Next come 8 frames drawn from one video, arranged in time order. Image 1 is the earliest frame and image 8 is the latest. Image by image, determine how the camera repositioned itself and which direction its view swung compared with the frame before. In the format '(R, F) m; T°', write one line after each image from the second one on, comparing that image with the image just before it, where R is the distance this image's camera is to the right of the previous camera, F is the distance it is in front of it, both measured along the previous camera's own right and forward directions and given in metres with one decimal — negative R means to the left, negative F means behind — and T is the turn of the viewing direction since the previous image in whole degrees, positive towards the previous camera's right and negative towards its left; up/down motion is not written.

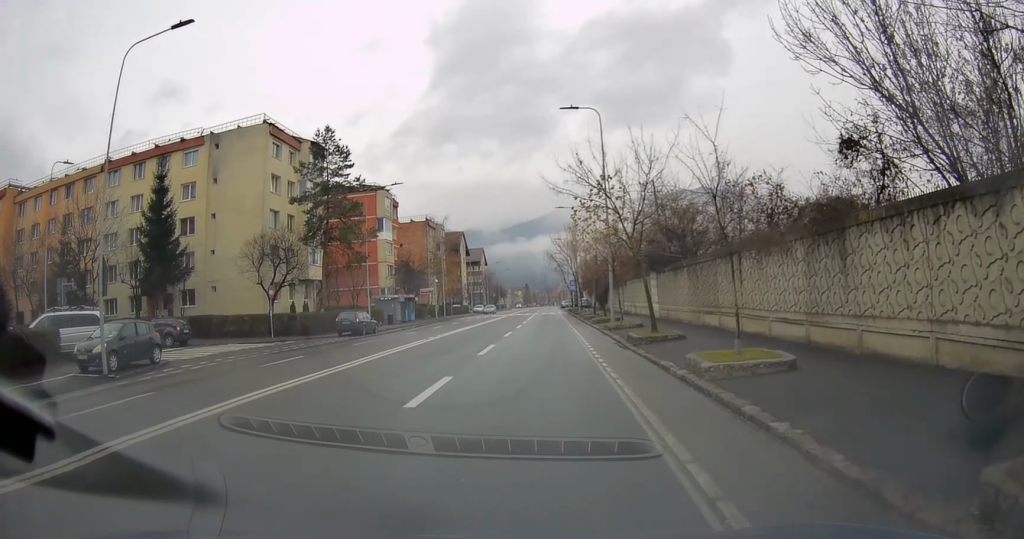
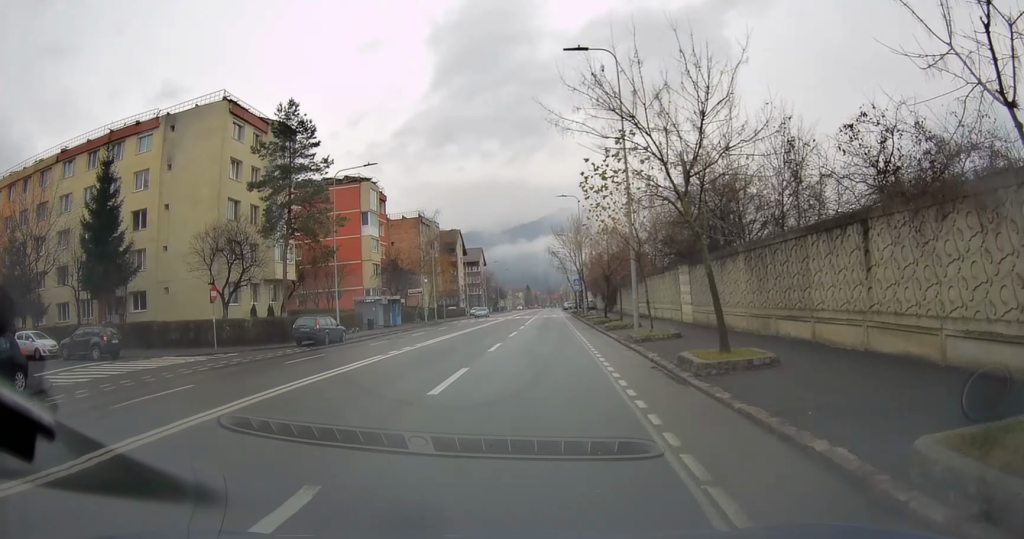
(-0.1, +7.5) m; -1°
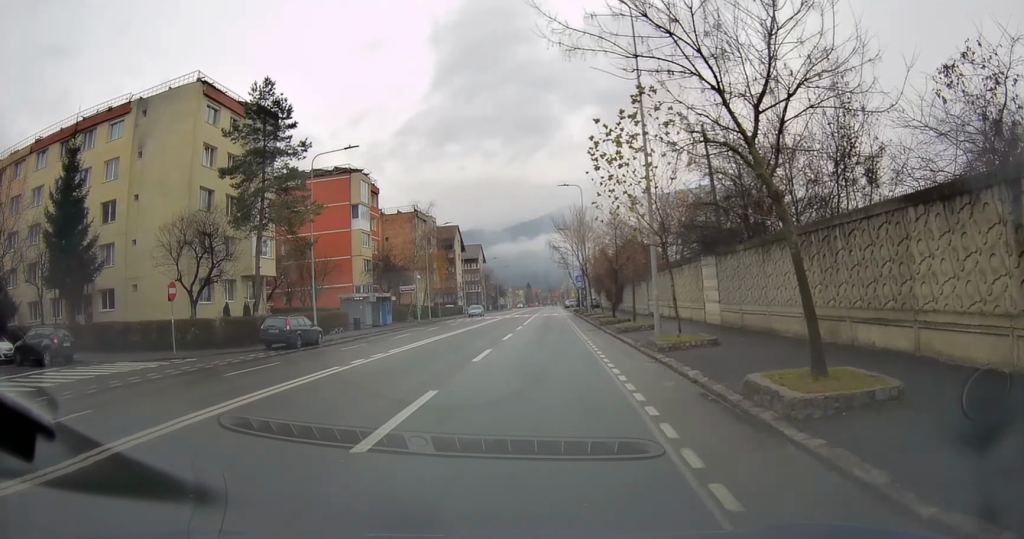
(+0.1, +4.1) m; -1°
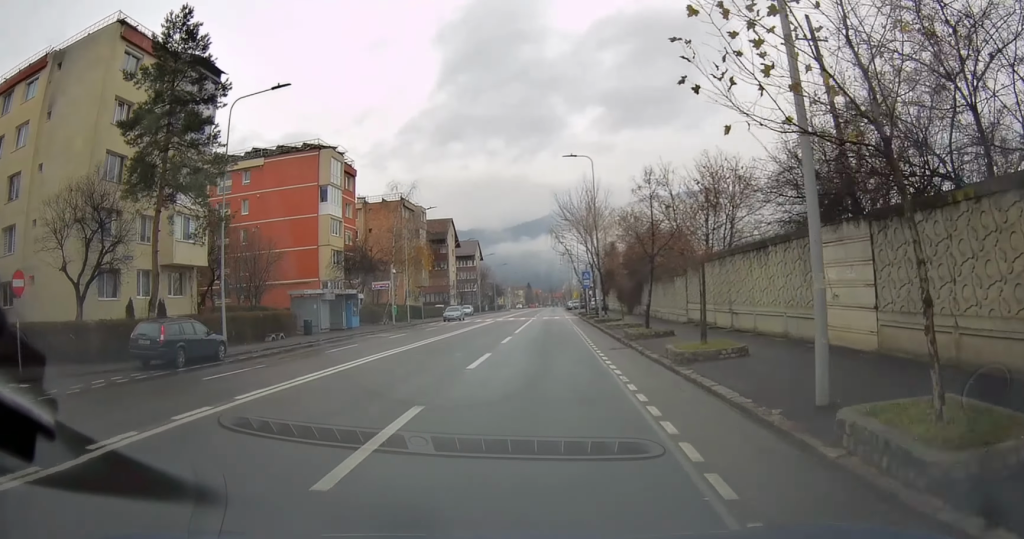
(-0.3, +10.8) m; +1°
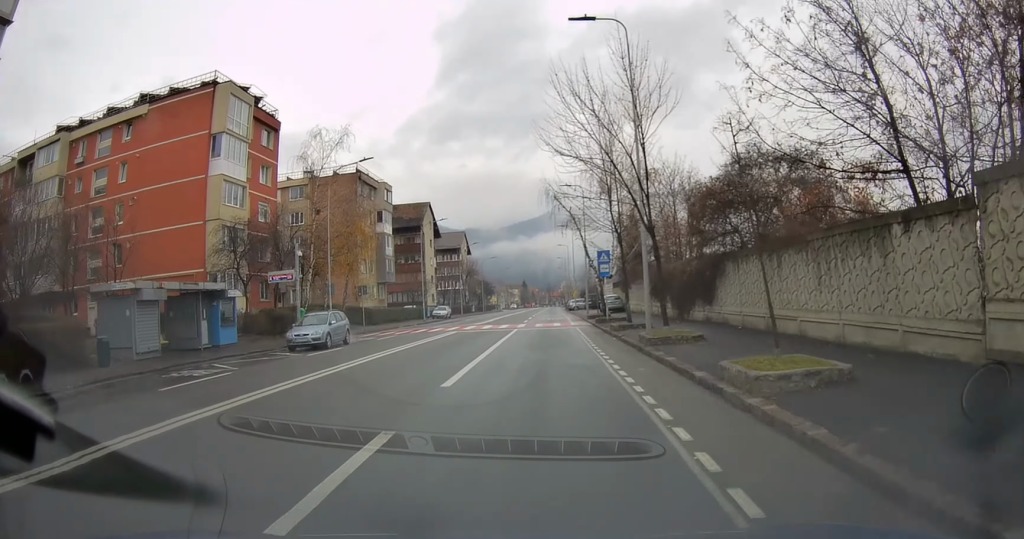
(+1.0, +20.2) m; +3°
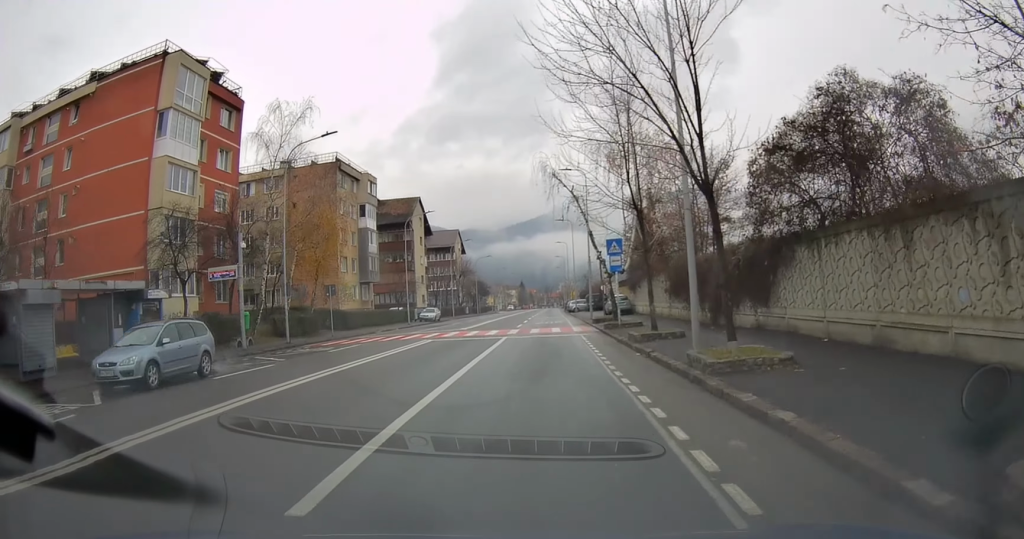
(0.0, +6.4) m; 0°
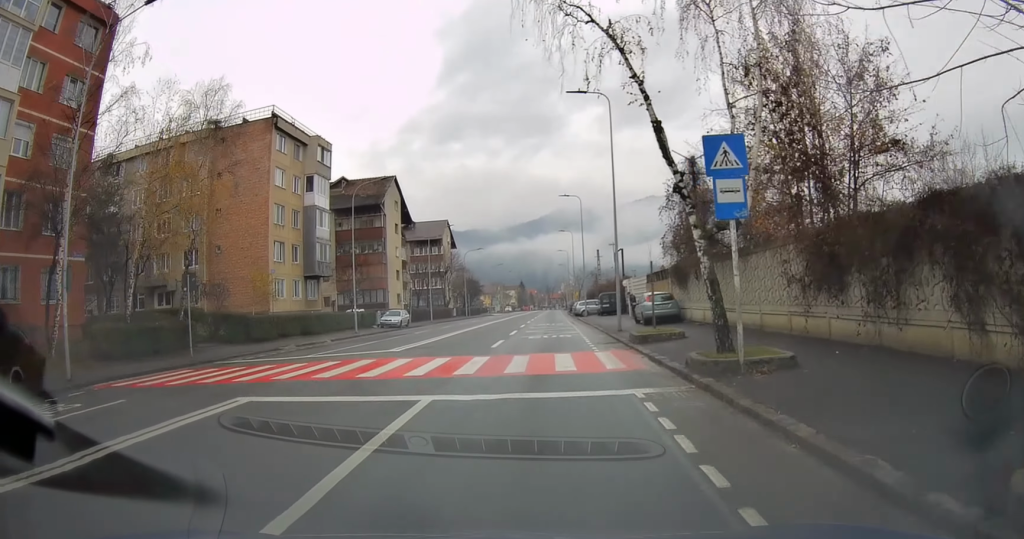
(-0.1, +16.5) m; -2°
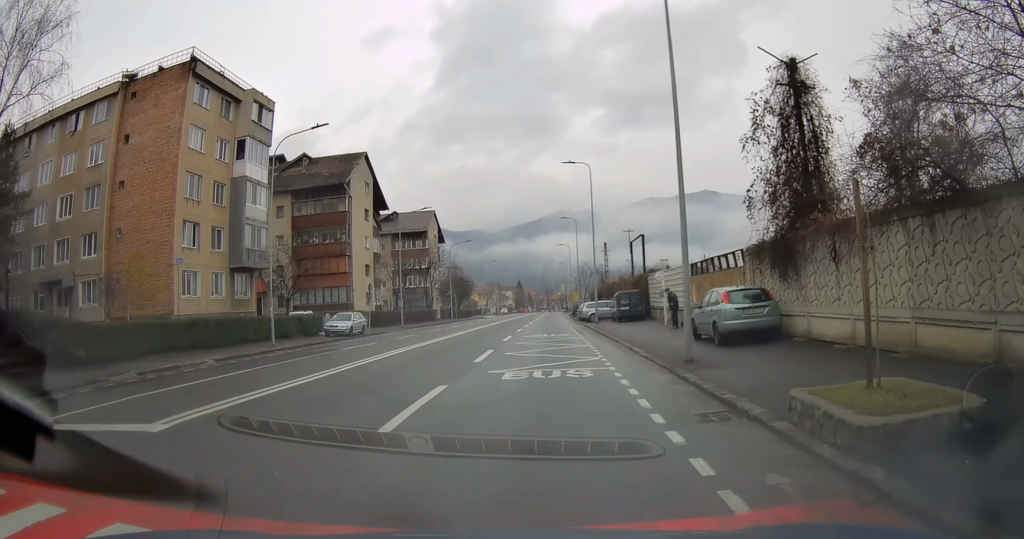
(-0.4, +13.1) m; -1°
